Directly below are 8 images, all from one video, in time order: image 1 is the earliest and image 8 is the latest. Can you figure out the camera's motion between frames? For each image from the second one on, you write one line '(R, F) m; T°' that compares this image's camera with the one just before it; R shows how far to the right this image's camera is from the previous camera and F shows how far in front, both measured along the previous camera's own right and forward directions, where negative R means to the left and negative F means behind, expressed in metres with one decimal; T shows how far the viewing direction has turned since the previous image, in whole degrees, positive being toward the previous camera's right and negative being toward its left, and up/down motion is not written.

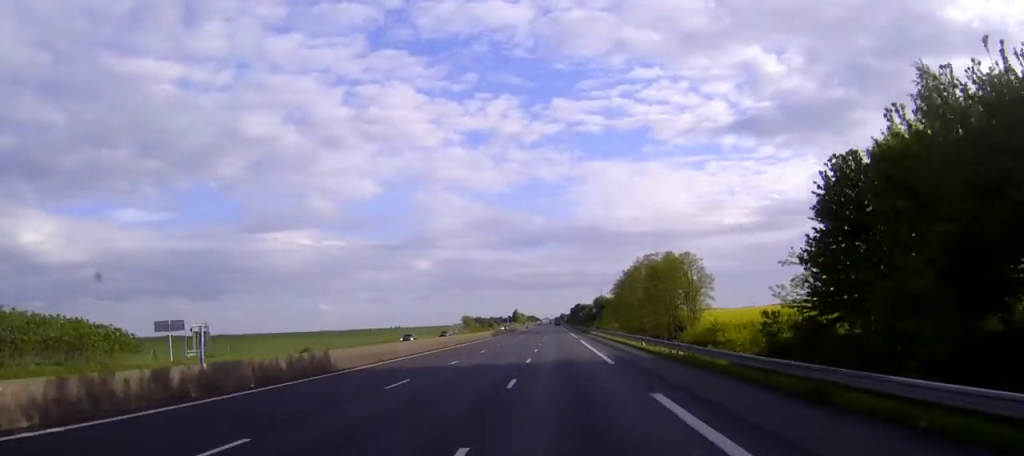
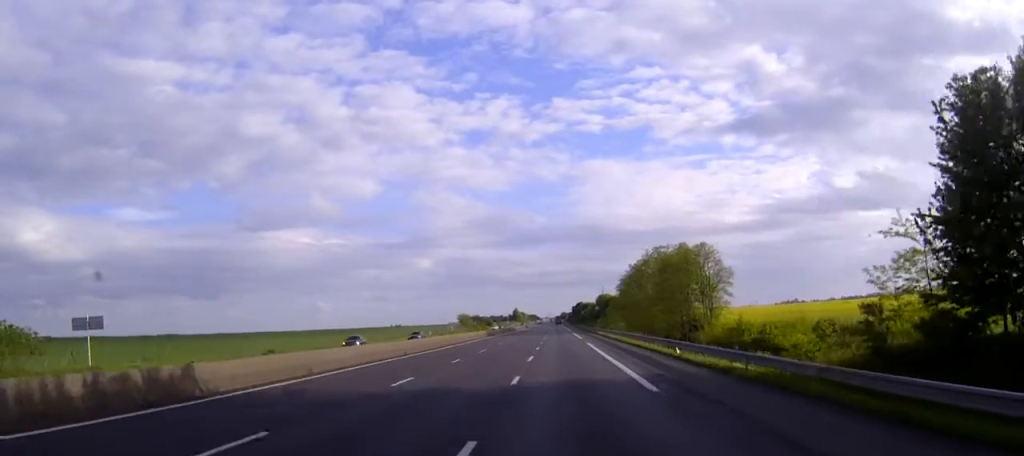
(-0.1, +12.6) m; 0°
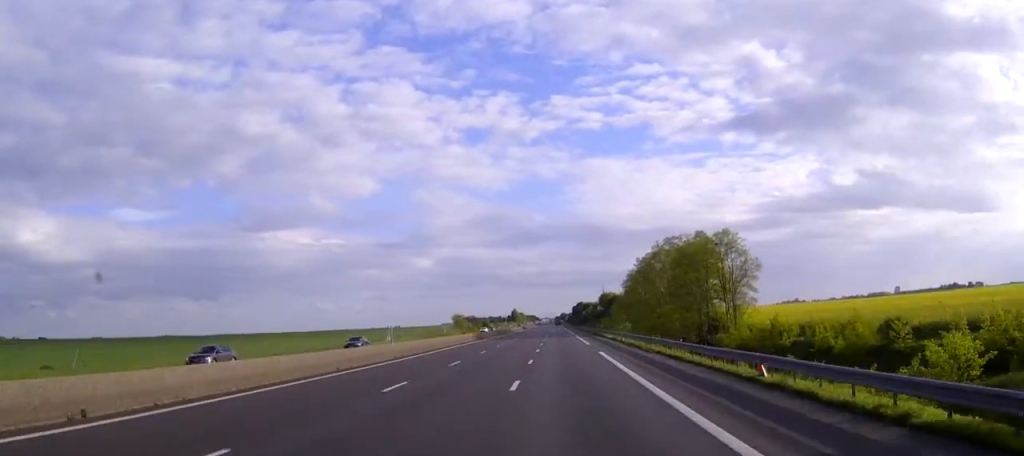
(0.0, +14.5) m; 0°
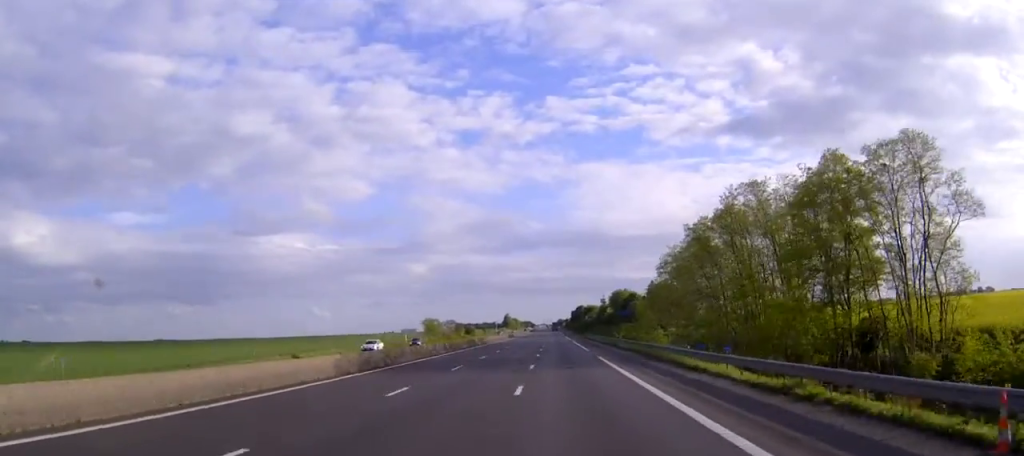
(-0.1, +51.9) m; 0°
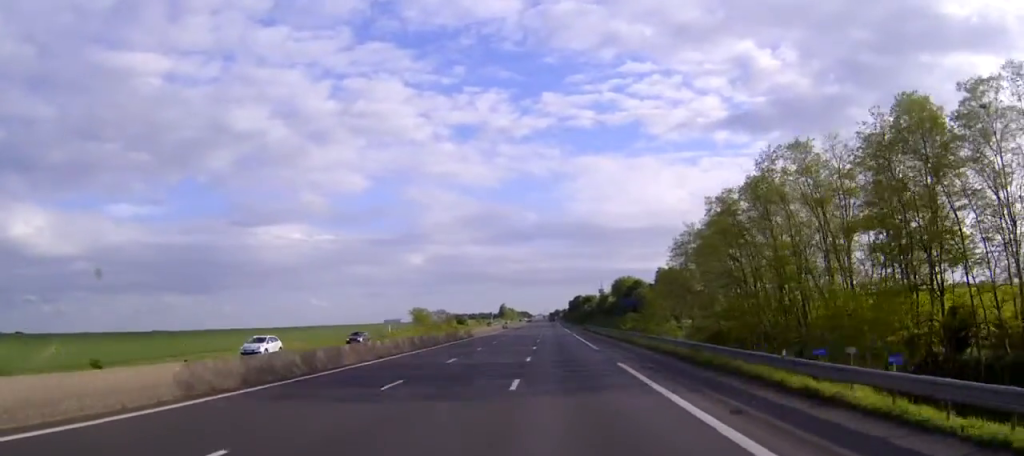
(0.0, +13.4) m; 0°
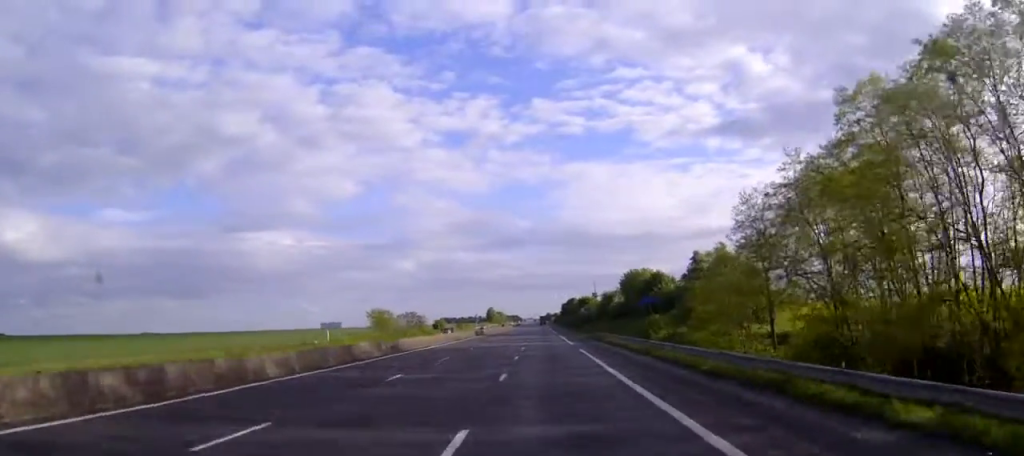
(+0.1, +36.1) m; +1°
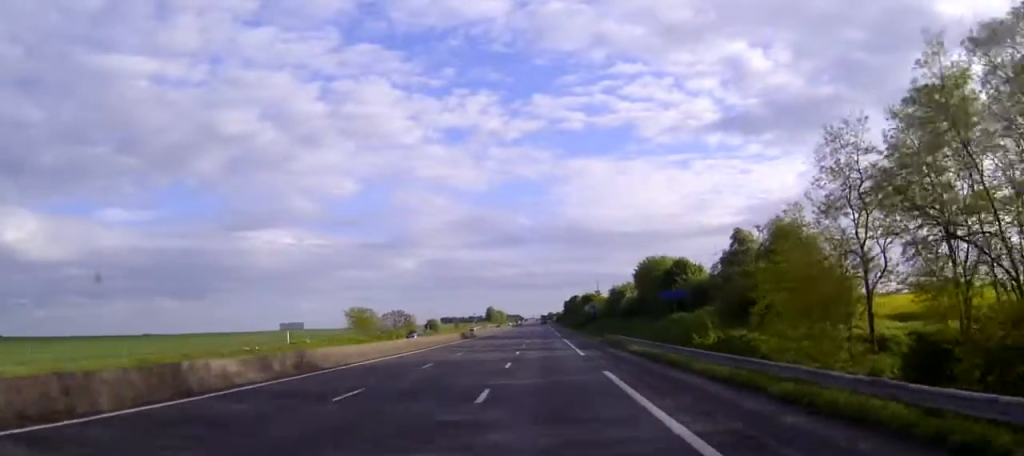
(+0.1, +18.0) m; 0°
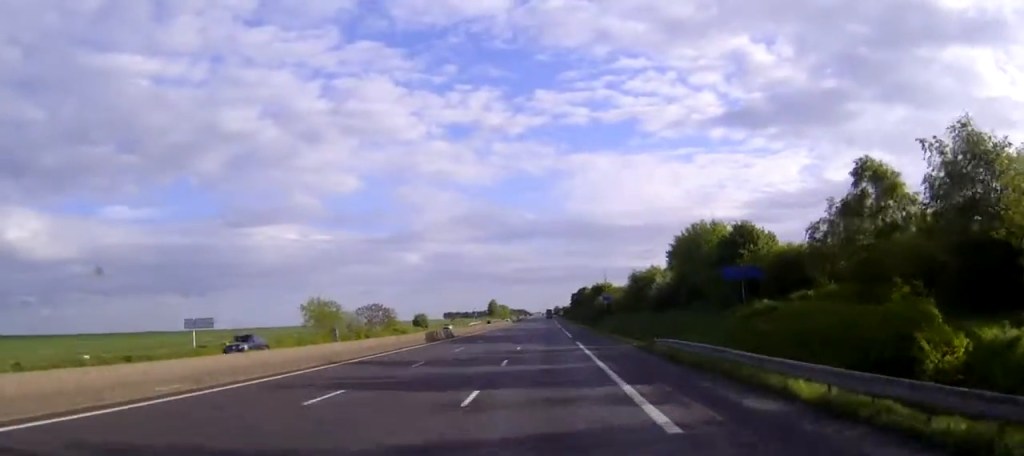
(0.0, +27.5) m; 0°
